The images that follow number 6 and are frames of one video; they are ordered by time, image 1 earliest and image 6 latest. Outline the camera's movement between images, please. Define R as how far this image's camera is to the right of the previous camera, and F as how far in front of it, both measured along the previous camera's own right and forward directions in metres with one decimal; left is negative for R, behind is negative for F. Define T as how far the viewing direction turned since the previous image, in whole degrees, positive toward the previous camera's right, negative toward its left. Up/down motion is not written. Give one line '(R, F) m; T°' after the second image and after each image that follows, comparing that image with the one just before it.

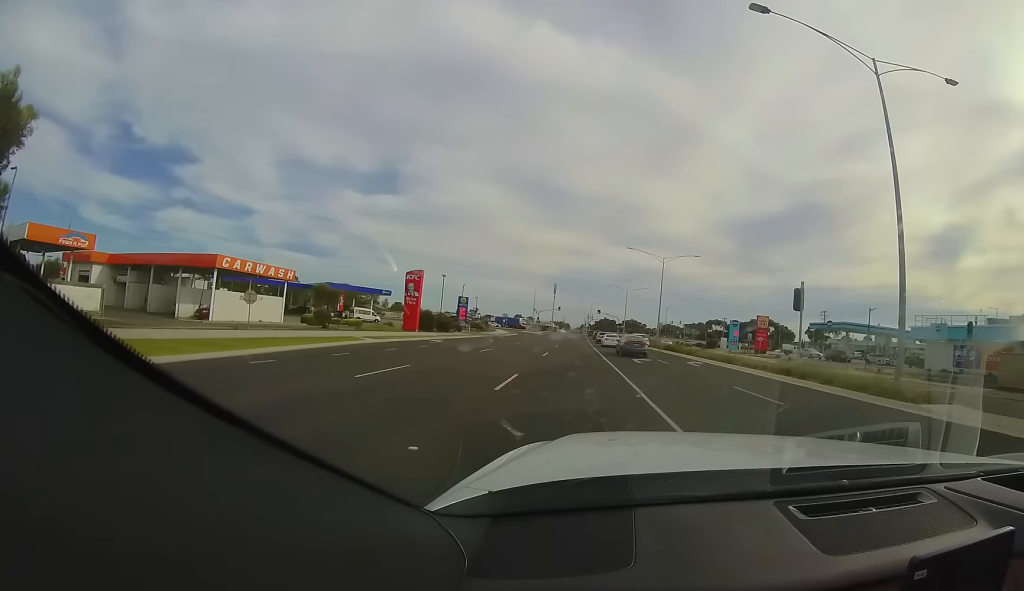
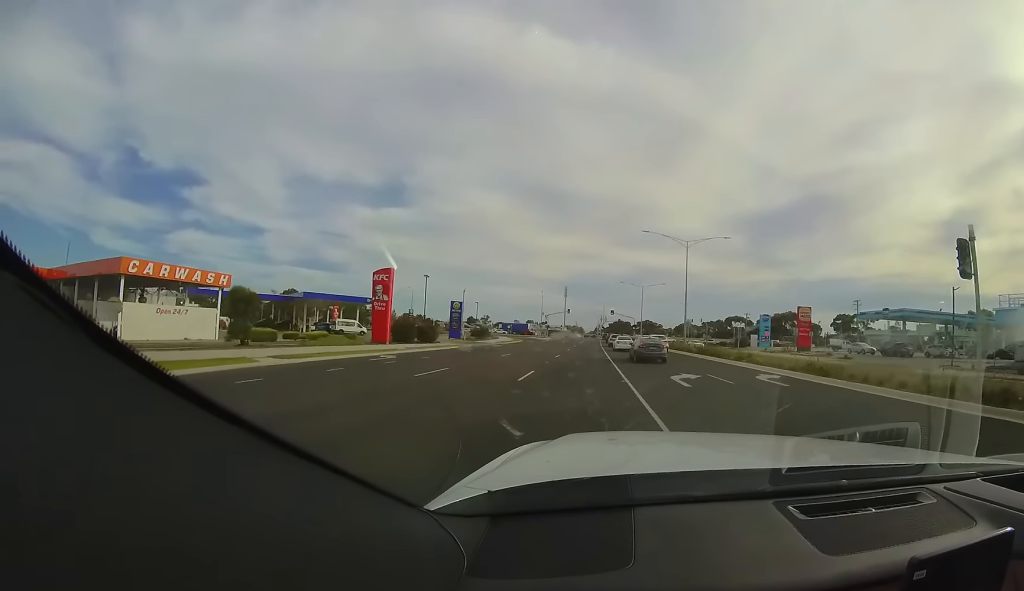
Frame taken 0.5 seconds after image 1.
(-0.5, +8.9) m; -2°
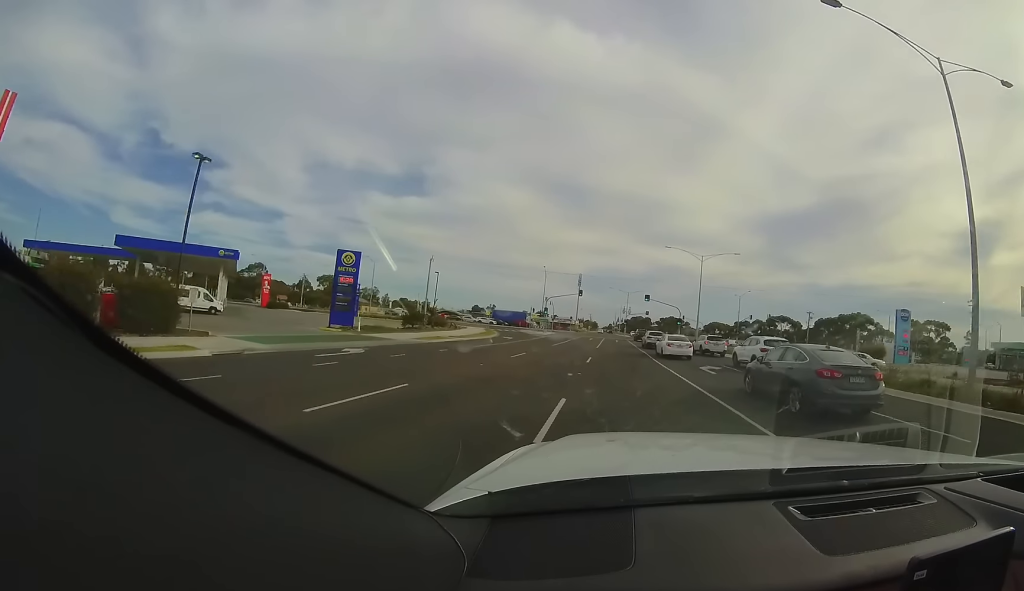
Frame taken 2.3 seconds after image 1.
(-0.9, +29.8) m; -1°
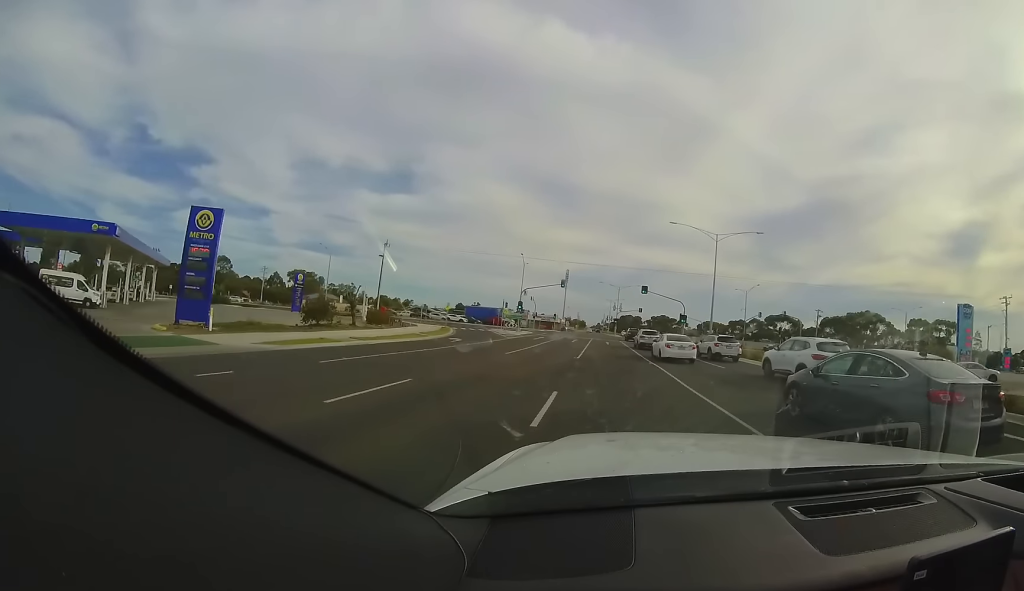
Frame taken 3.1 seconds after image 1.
(-0.1, +11.7) m; 0°
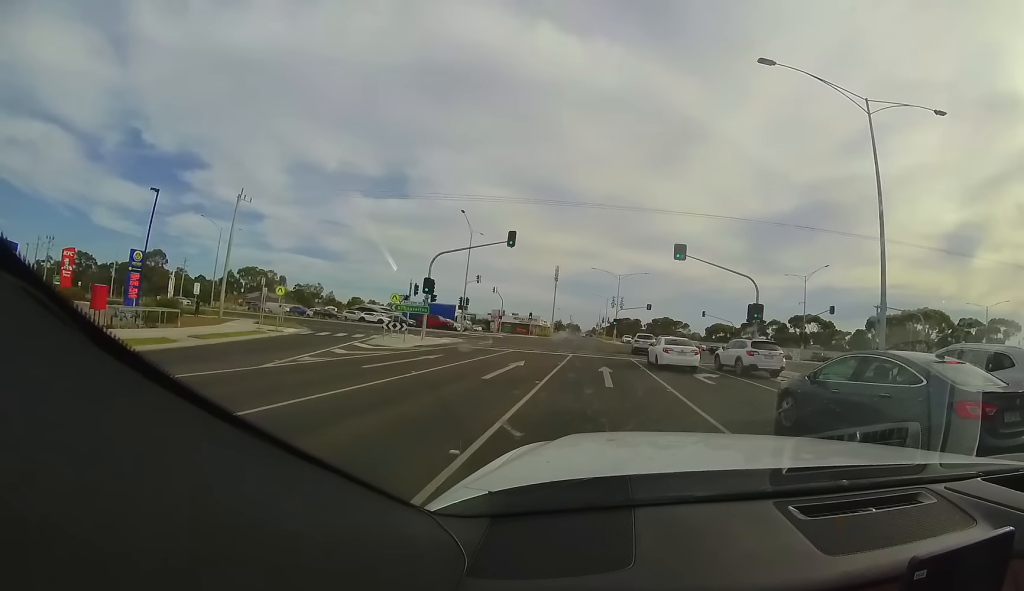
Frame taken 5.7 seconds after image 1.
(+0.5, +24.2) m; +4°
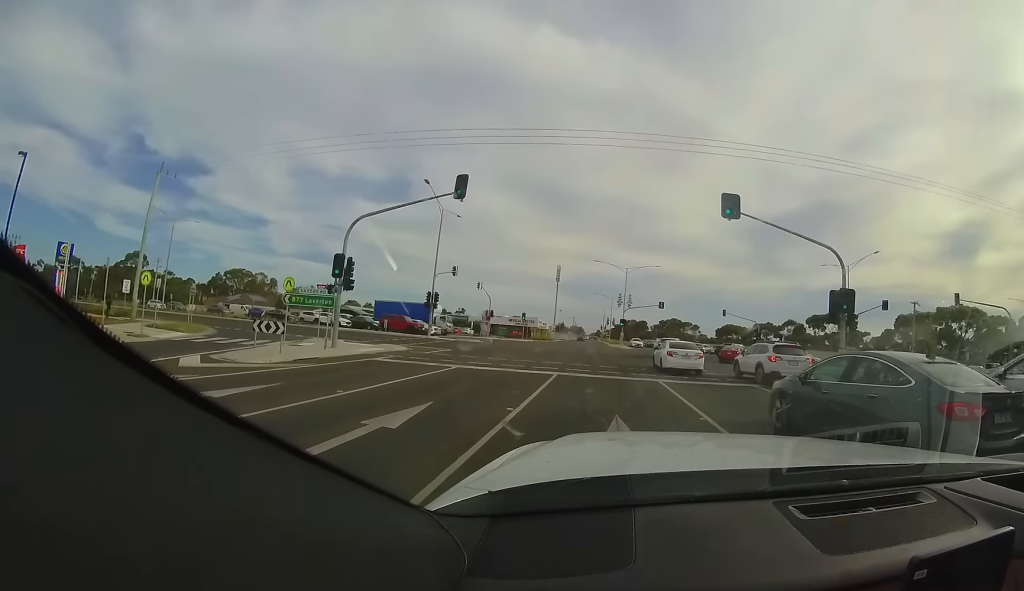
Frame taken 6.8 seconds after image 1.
(+0.1, +8.3) m; -2°
